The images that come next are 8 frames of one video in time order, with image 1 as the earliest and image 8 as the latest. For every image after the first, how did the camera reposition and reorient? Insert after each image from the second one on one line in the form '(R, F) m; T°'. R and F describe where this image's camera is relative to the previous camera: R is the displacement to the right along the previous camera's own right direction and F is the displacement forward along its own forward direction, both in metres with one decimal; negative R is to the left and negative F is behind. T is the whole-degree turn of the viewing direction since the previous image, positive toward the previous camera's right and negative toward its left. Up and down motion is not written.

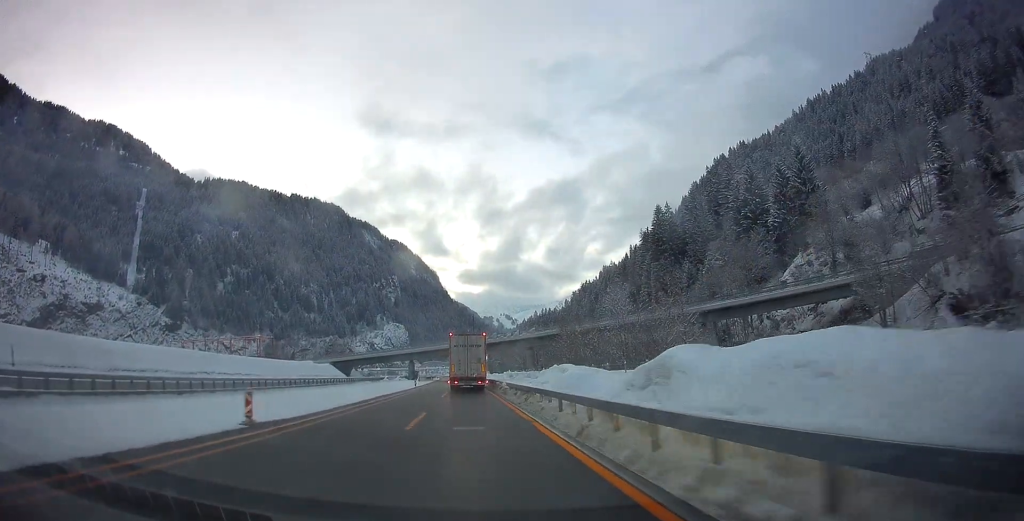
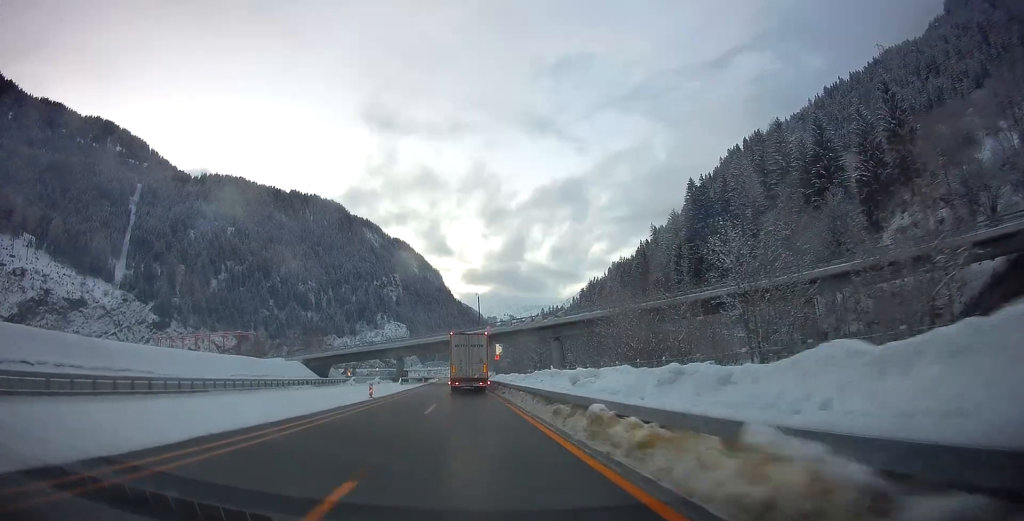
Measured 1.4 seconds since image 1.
(0.0, +29.7) m; 0°
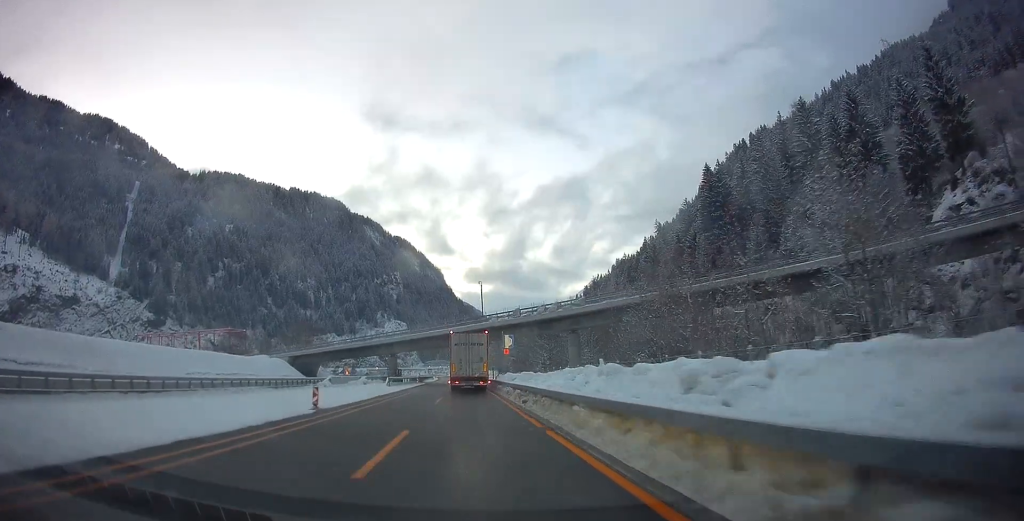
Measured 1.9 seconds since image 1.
(0.0, +11.5) m; 0°
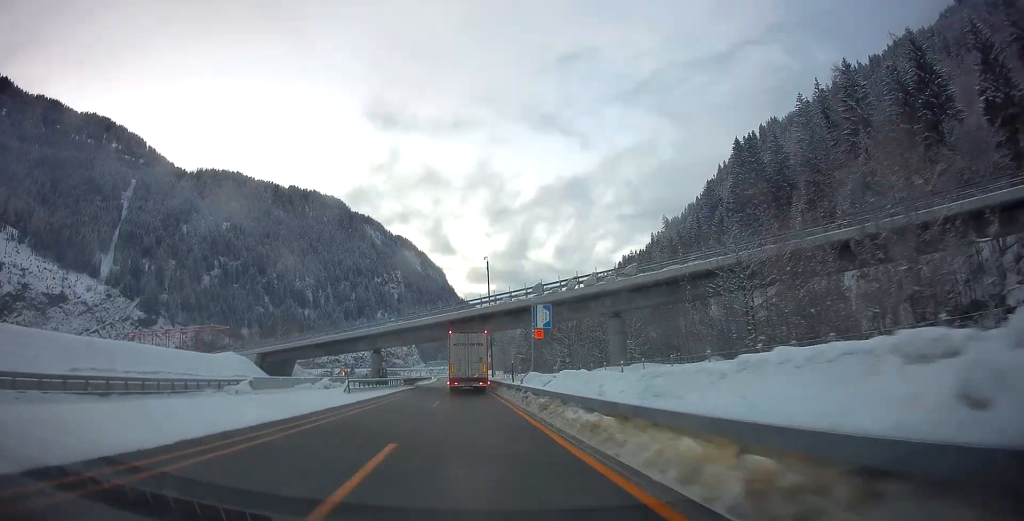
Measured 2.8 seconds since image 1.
(0.0, +20.2) m; 0°
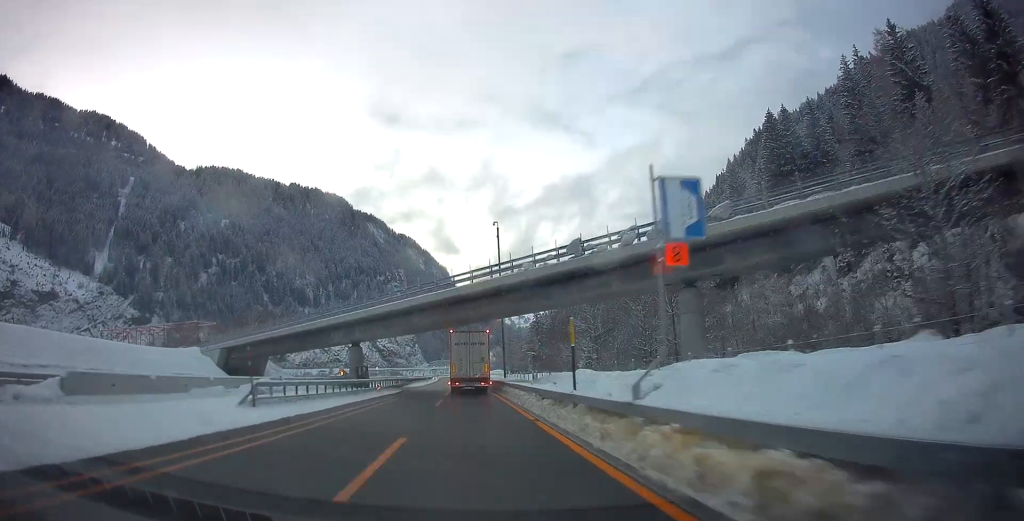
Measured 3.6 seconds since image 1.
(0.0, +17.2) m; -1°
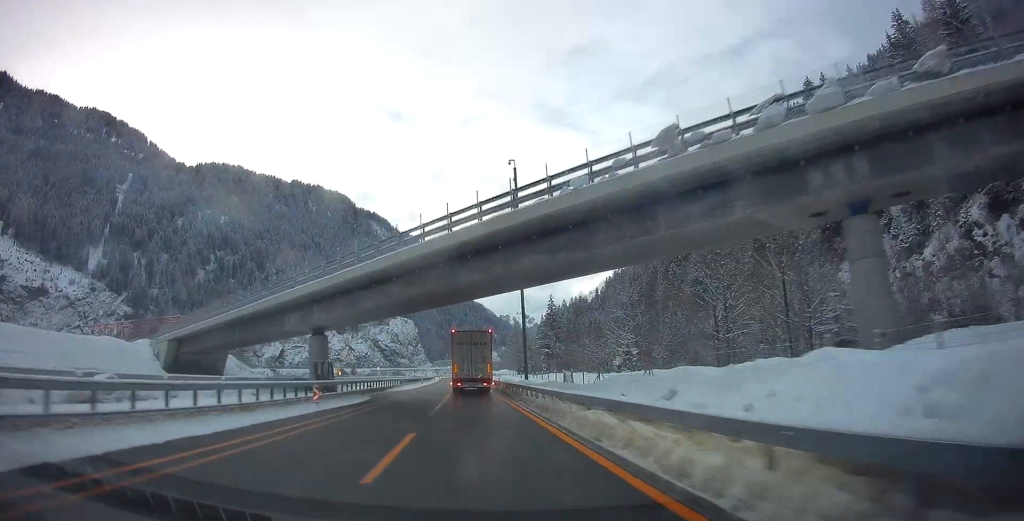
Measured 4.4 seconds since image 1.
(-0.1, +17.1) m; -1°
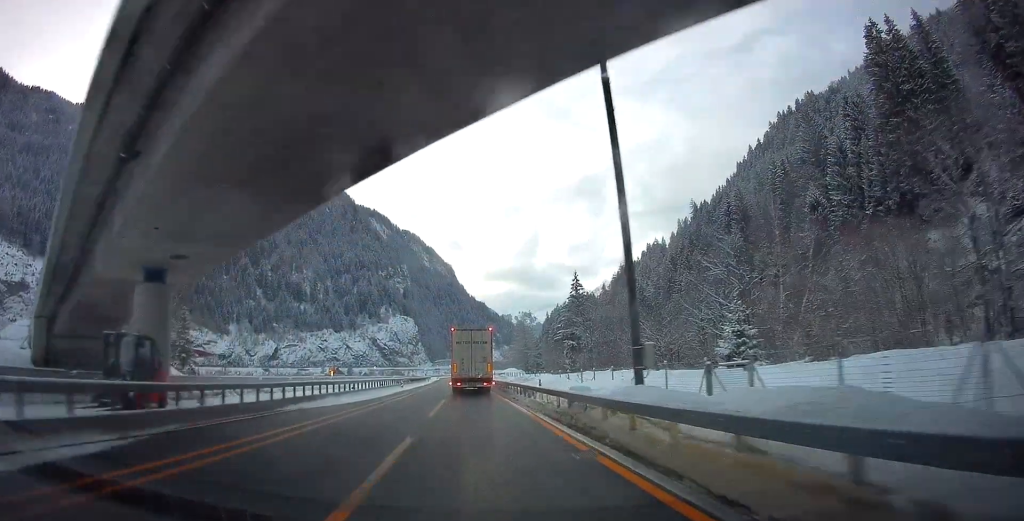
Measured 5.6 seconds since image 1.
(-0.3, +24.9) m; 0°
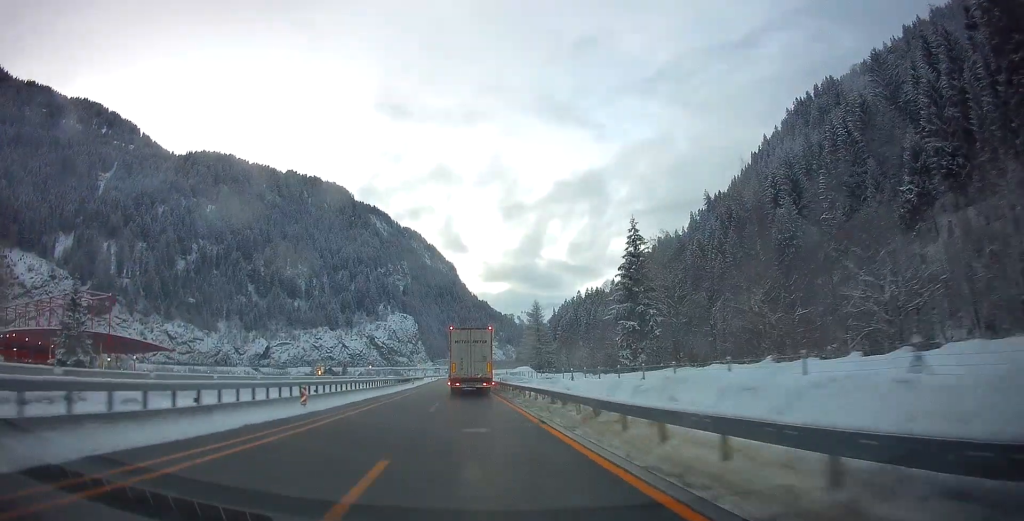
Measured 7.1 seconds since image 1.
(+0.5, +31.1) m; 0°
